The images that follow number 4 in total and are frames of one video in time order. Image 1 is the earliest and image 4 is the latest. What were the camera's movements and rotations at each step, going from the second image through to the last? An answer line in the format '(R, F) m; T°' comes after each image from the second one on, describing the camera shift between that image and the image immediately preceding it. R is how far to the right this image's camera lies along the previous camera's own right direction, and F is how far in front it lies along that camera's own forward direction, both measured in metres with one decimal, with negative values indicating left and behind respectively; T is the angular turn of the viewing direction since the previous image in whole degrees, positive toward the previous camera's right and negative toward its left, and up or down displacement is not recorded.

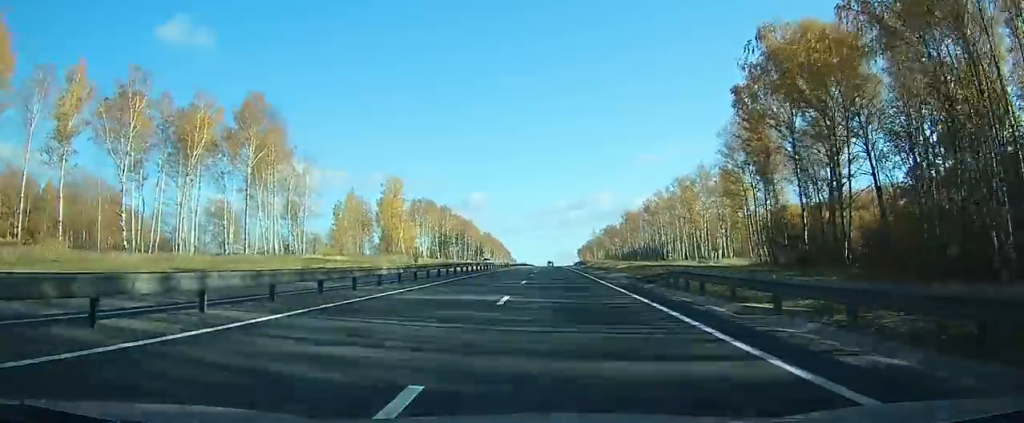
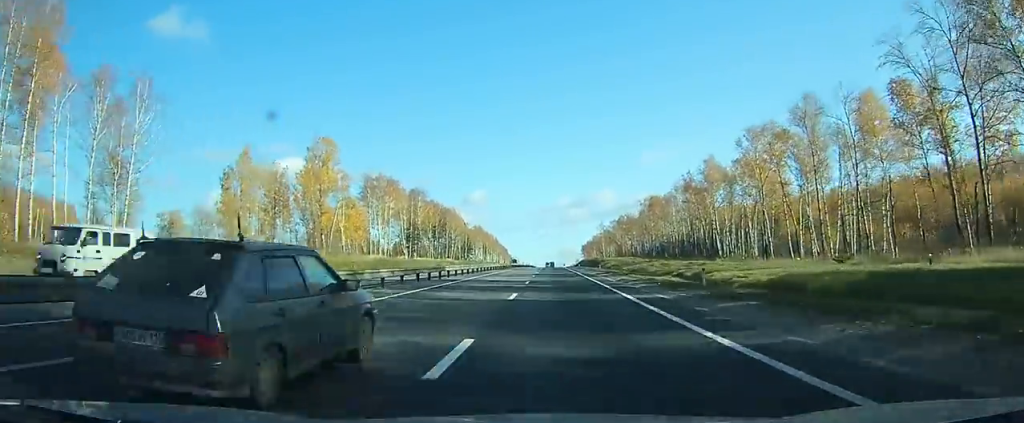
(0.0, +59.7) m; 0°
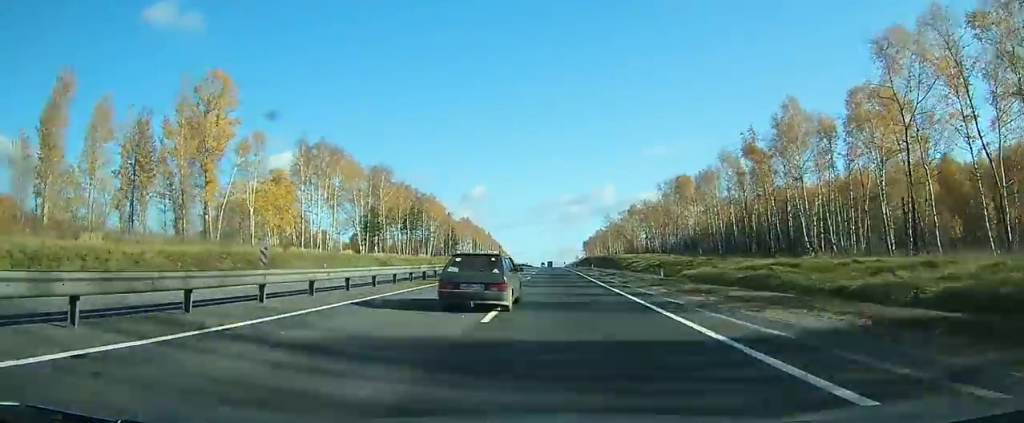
(-0.1, +44.9) m; 0°
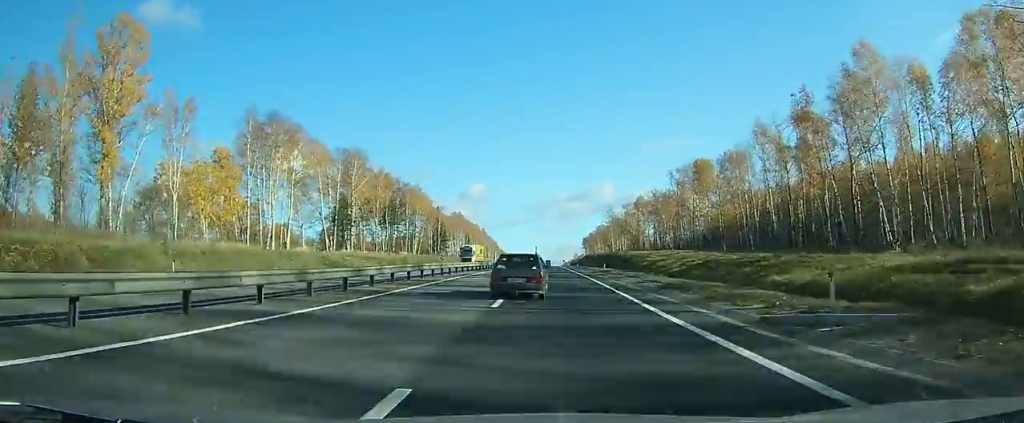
(0.0, +20.7) m; 0°
